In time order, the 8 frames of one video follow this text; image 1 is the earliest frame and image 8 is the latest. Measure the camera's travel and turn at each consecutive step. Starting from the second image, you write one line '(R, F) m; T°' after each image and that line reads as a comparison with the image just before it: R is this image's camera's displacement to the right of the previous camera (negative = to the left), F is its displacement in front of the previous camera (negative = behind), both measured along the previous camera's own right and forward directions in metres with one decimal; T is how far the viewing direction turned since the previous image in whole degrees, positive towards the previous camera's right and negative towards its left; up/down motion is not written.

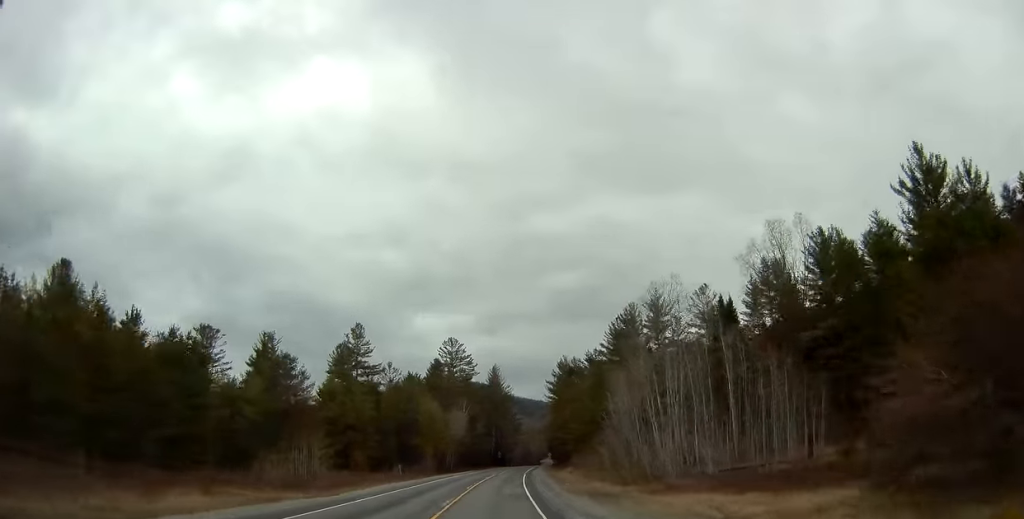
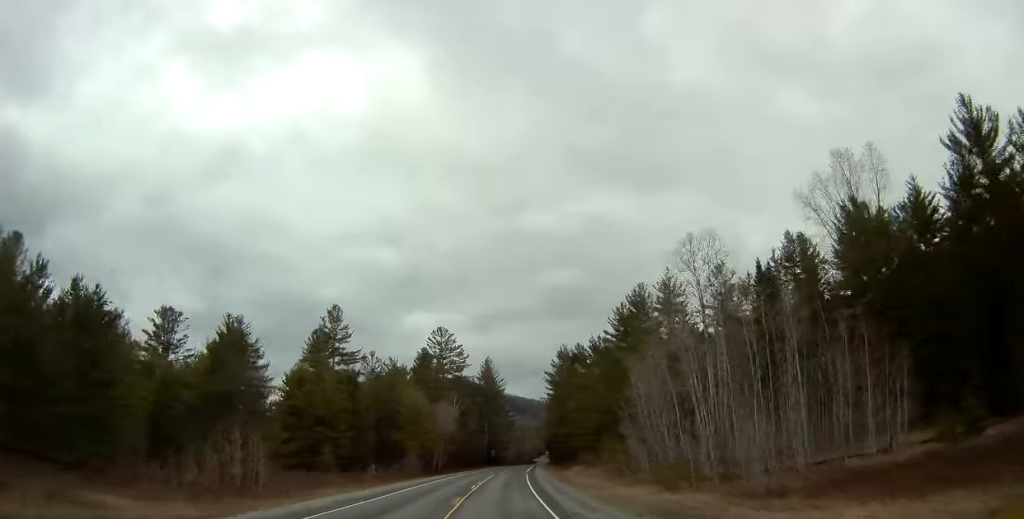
(0.0, +12.0) m; 0°
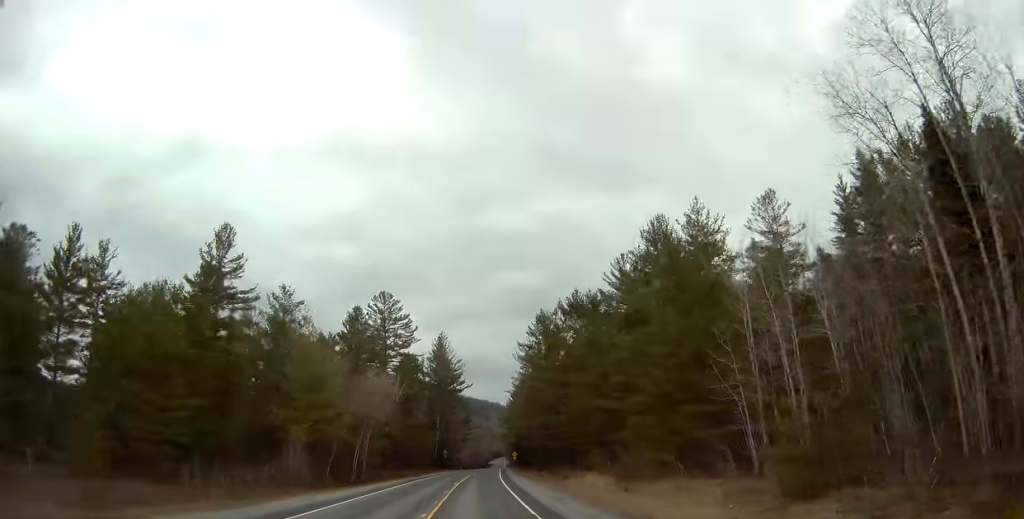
(+0.3, +30.9) m; +3°
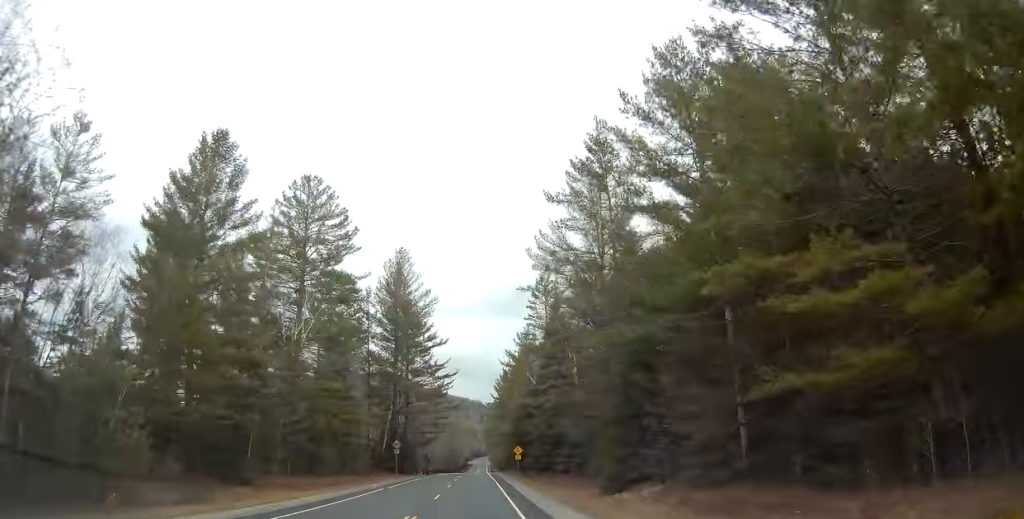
(+2.5, +49.3) m; +5°
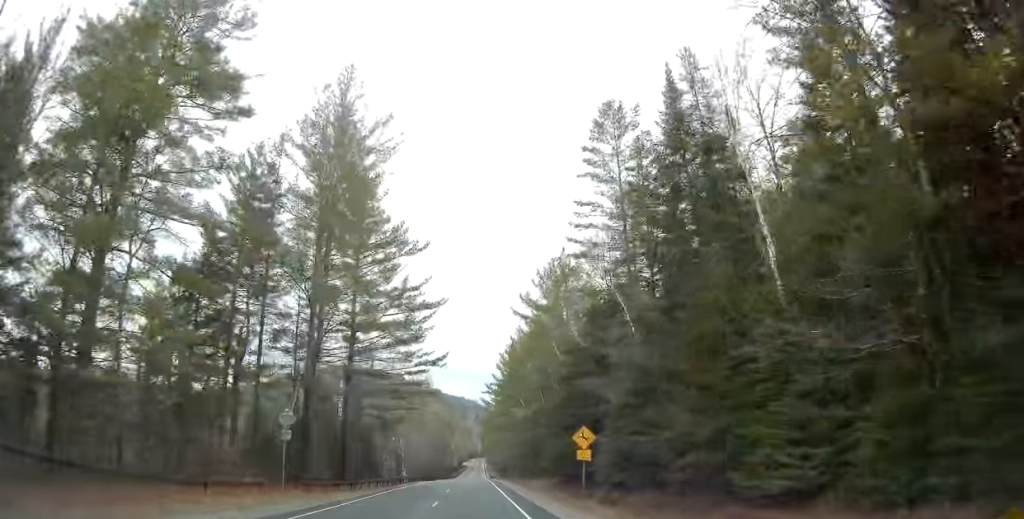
(+0.6, +39.0) m; +1°
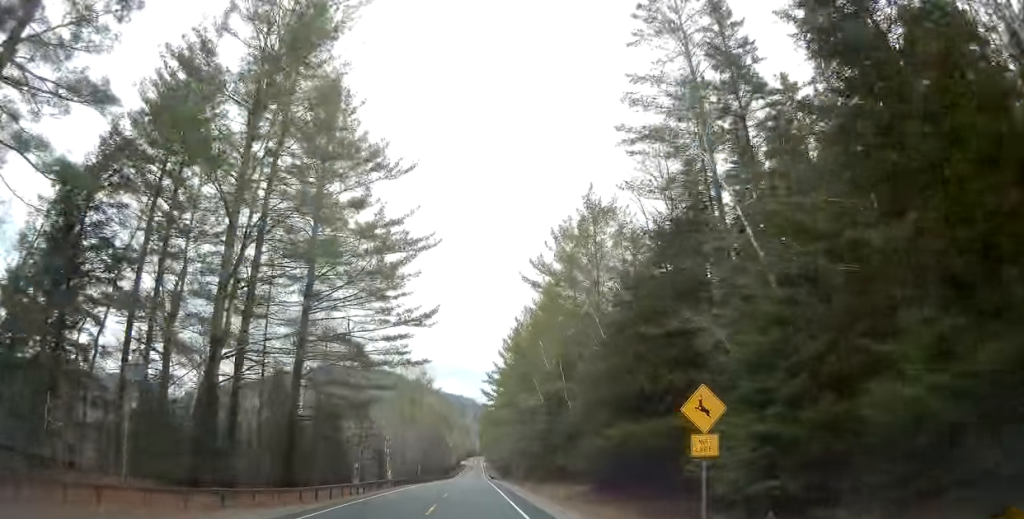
(+0.1, +13.7) m; 0°
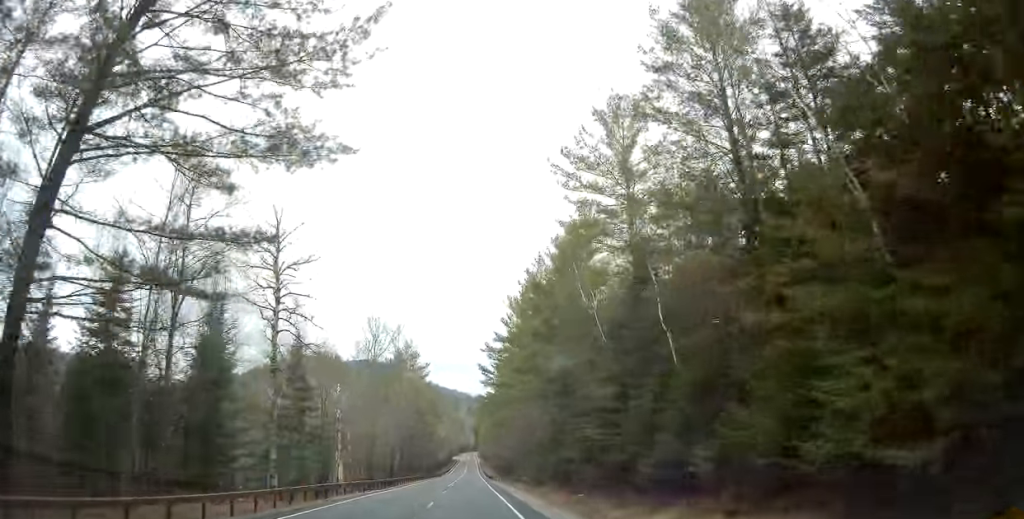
(-0.3, +23.1) m; 0°
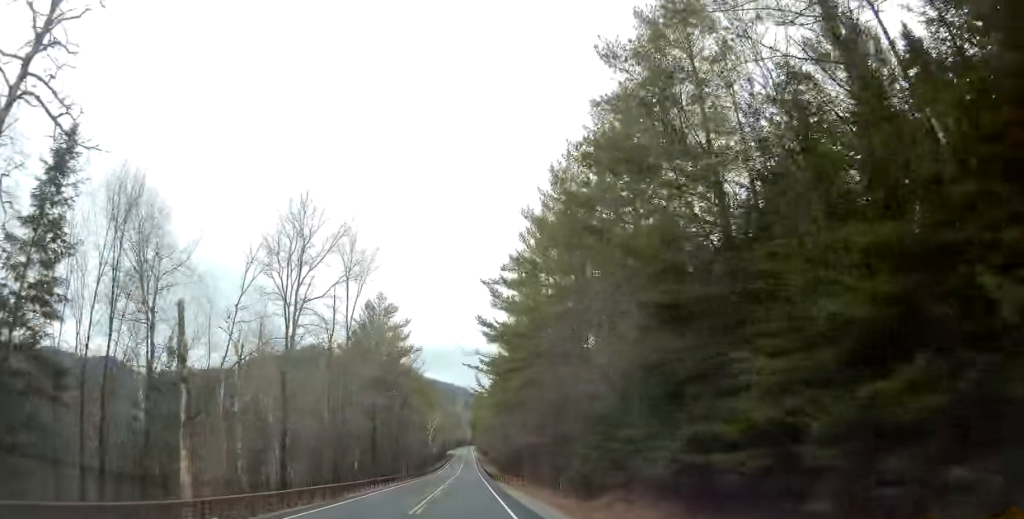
(+0.2, +25.7) m; 0°
